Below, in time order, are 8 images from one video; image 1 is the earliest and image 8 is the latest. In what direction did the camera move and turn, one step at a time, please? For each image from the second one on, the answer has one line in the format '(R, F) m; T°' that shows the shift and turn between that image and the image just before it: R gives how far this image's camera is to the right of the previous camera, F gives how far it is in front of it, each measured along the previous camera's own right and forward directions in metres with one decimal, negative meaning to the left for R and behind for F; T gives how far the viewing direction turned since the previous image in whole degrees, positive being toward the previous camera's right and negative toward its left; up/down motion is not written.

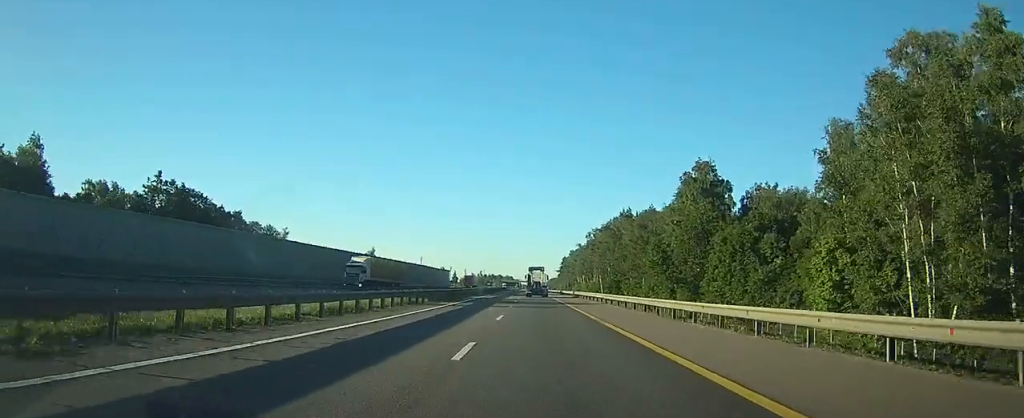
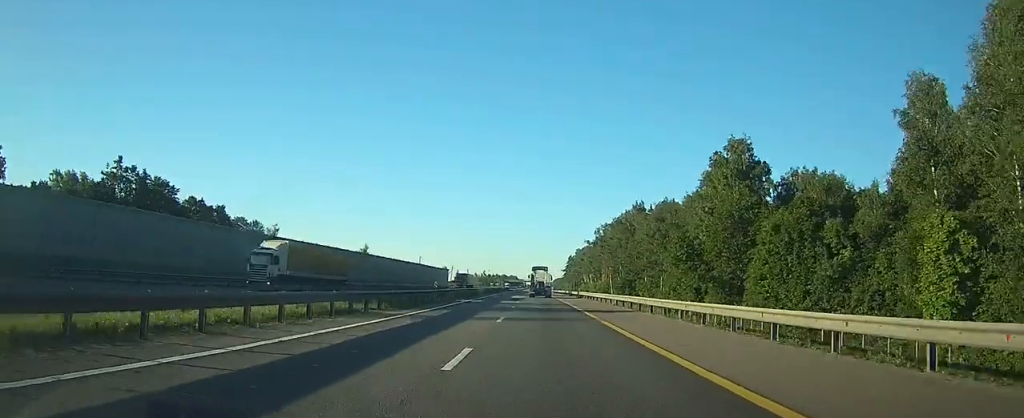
(0.0, +13.1) m; 0°
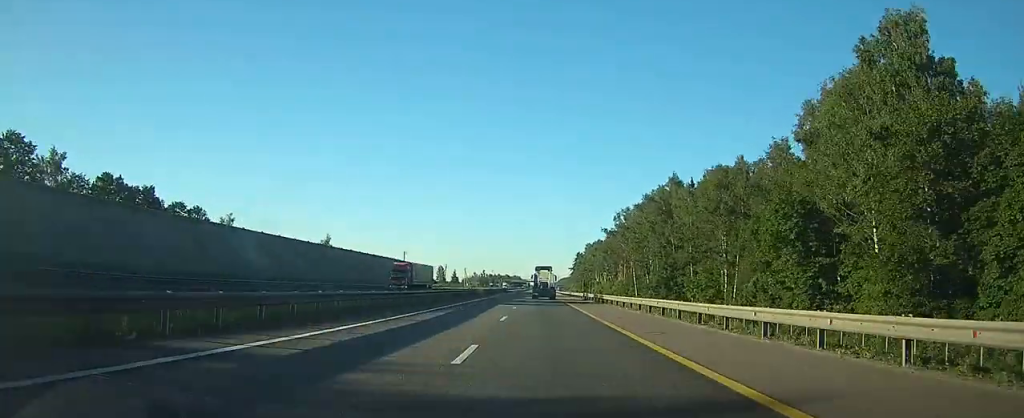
(-0.3, +35.5) m; -1°
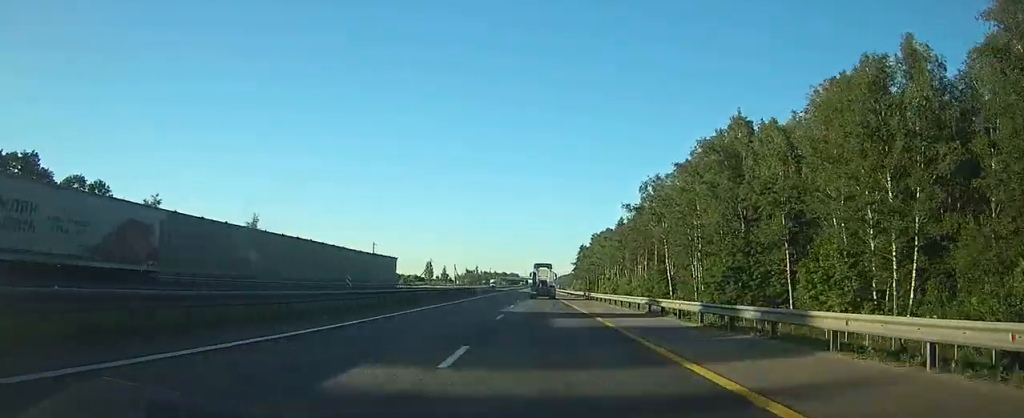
(-0.3, +37.1) m; -1°
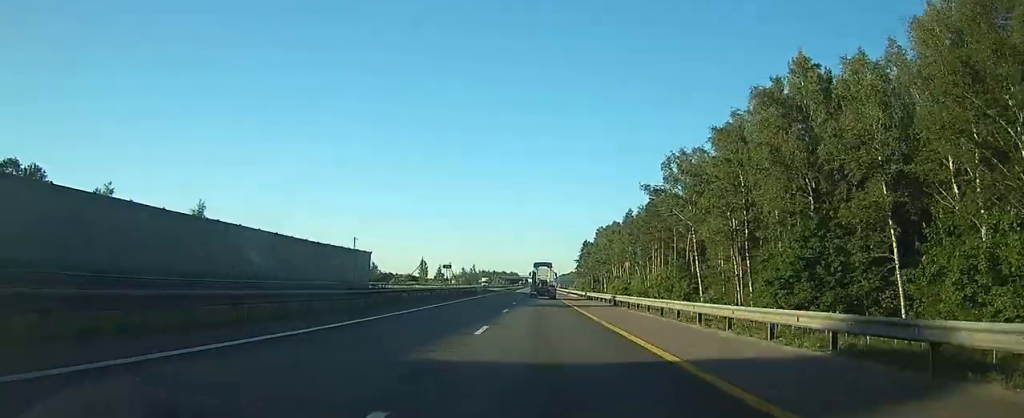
(-0.1, +18.4) m; 0°
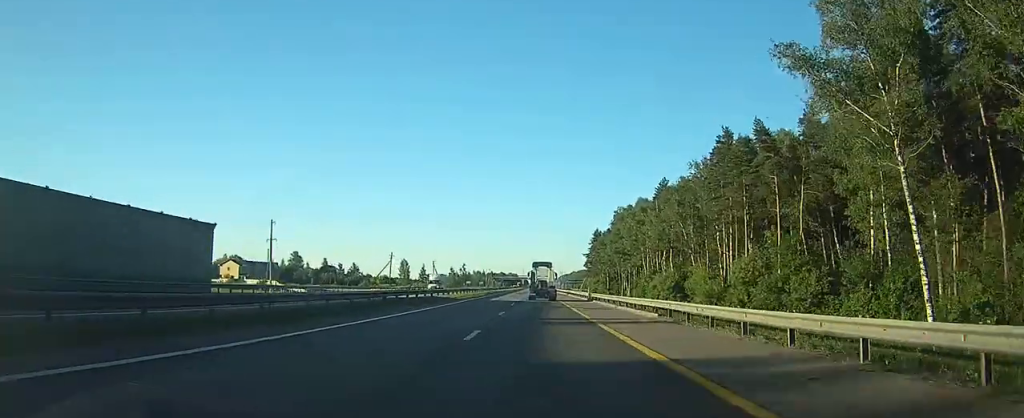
(0.0, +49.9) m; 0°
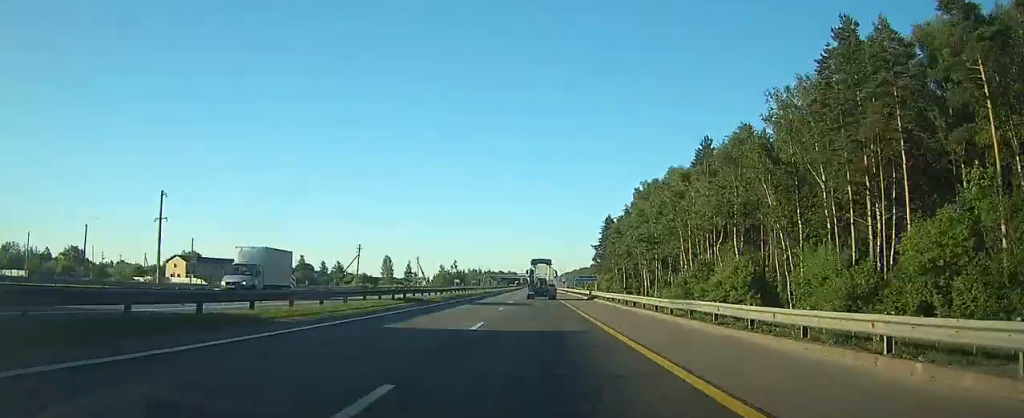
(0.0, +33.9) m; 0°
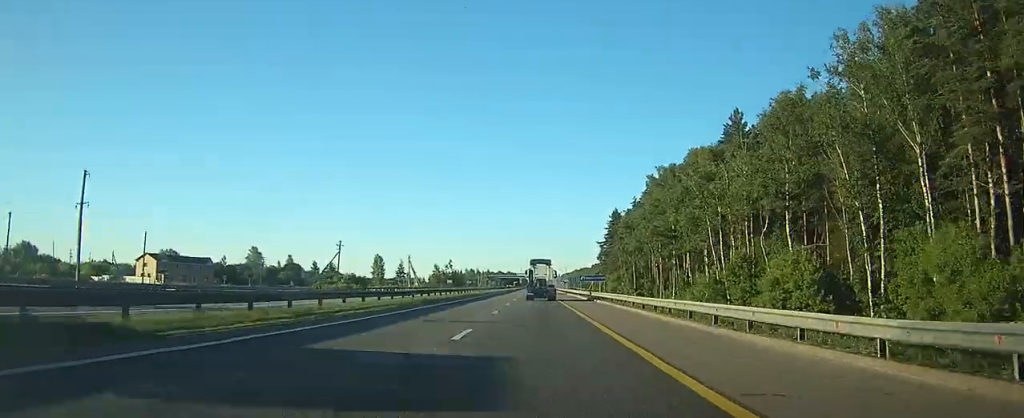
(+0.1, +15.1) m; 0°
